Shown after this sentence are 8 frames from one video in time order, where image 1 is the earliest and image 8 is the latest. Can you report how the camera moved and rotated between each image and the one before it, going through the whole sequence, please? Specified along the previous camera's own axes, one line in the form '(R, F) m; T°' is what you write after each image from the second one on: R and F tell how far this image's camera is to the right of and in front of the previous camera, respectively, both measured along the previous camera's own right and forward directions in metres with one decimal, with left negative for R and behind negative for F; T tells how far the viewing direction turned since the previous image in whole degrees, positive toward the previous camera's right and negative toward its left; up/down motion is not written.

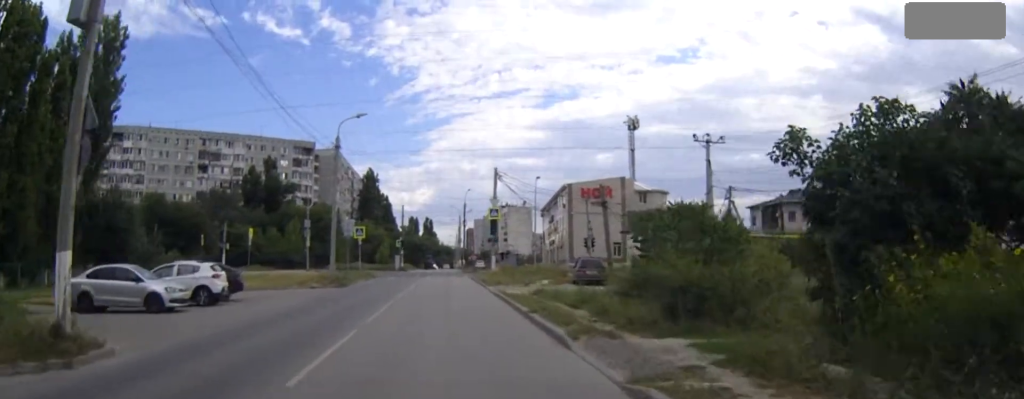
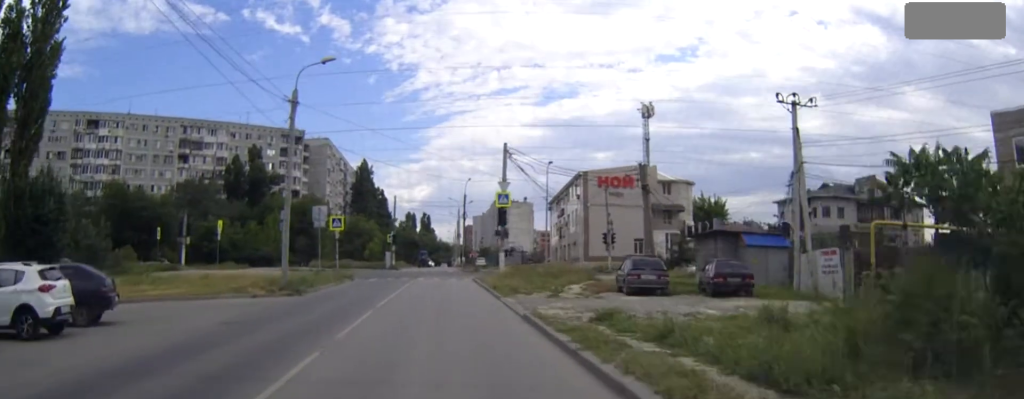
(+0.1, +11.7) m; +1°
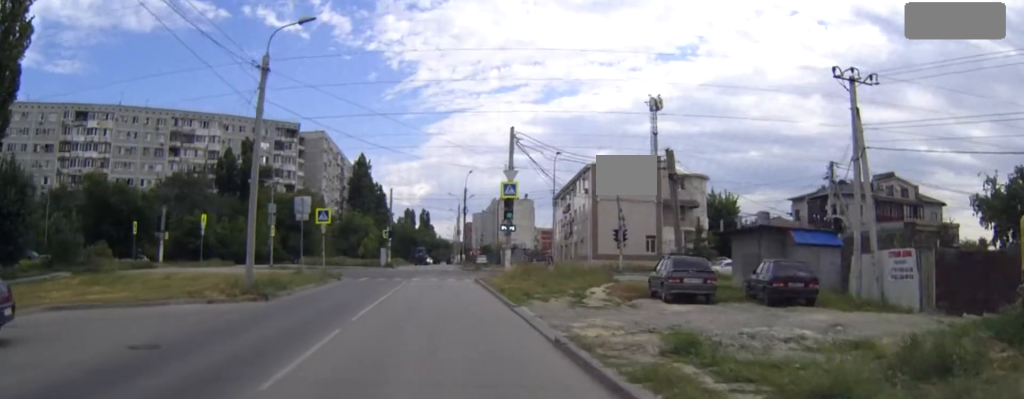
(0.0, +5.4) m; 0°
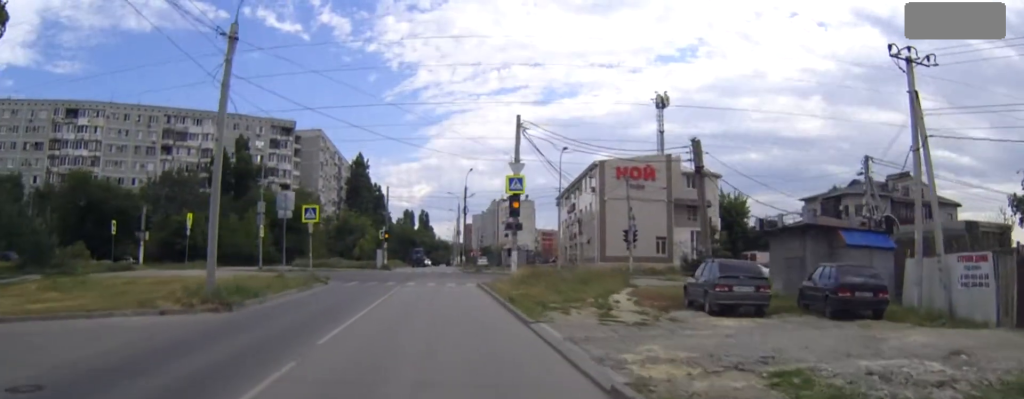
(0.0, +4.4) m; 0°
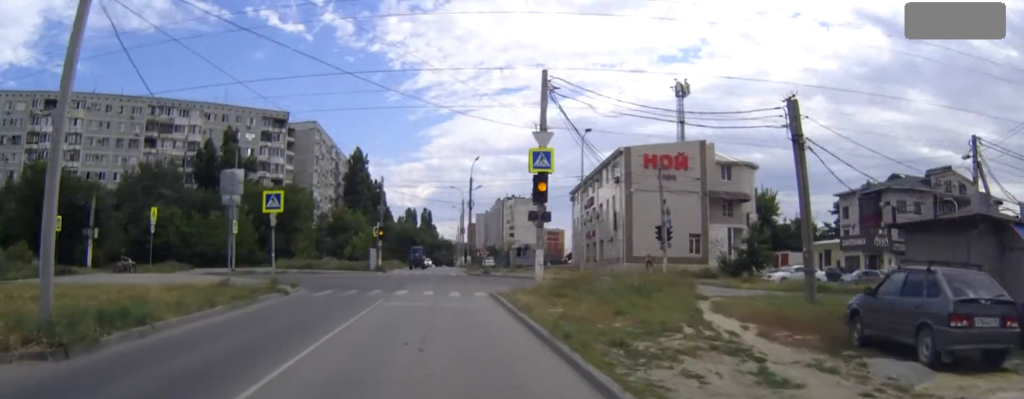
(0.0, +10.4) m; 0°
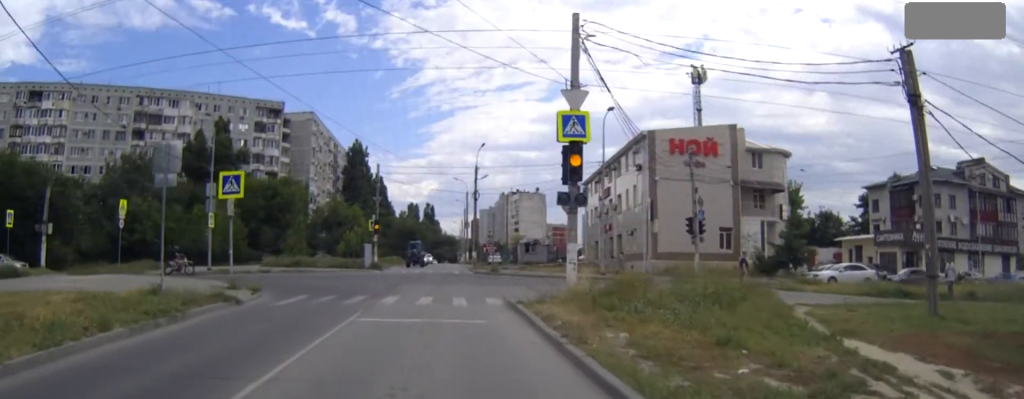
(0.0, +7.4) m; 0°
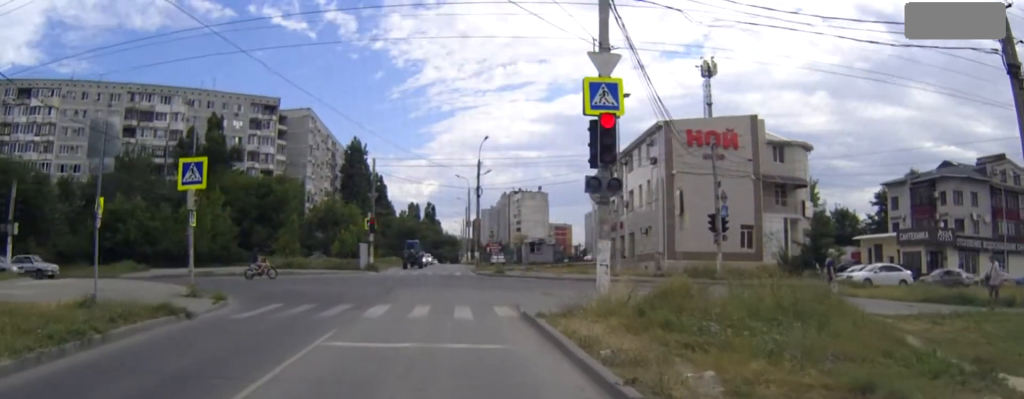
(0.0, +4.9) m; 0°
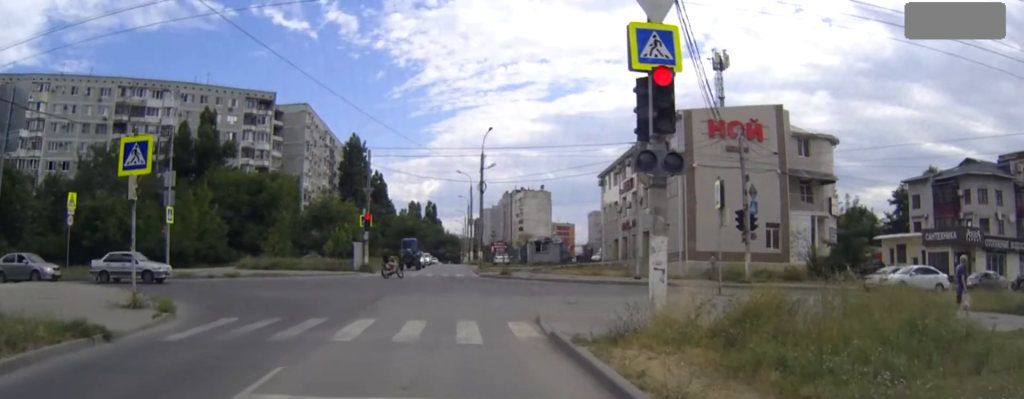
(0.0, +5.7) m; -1°
